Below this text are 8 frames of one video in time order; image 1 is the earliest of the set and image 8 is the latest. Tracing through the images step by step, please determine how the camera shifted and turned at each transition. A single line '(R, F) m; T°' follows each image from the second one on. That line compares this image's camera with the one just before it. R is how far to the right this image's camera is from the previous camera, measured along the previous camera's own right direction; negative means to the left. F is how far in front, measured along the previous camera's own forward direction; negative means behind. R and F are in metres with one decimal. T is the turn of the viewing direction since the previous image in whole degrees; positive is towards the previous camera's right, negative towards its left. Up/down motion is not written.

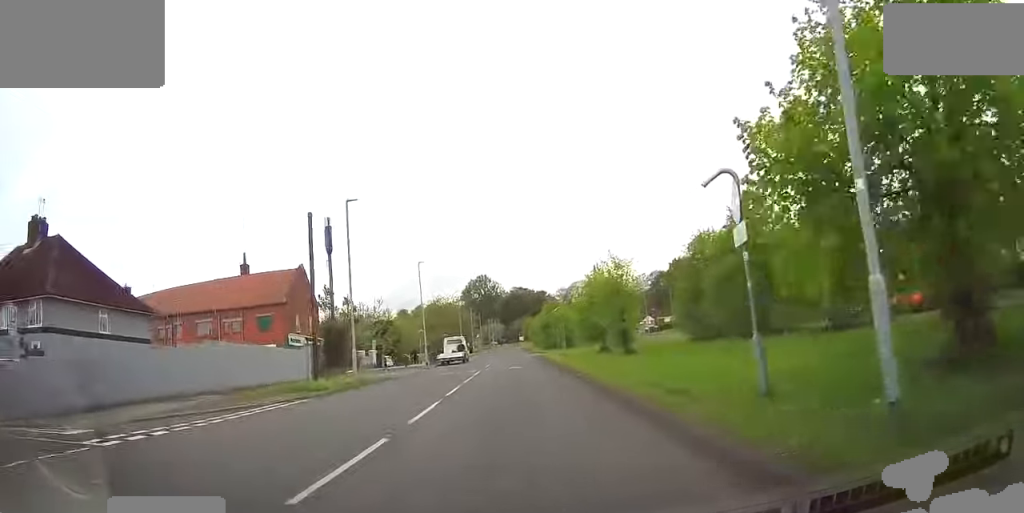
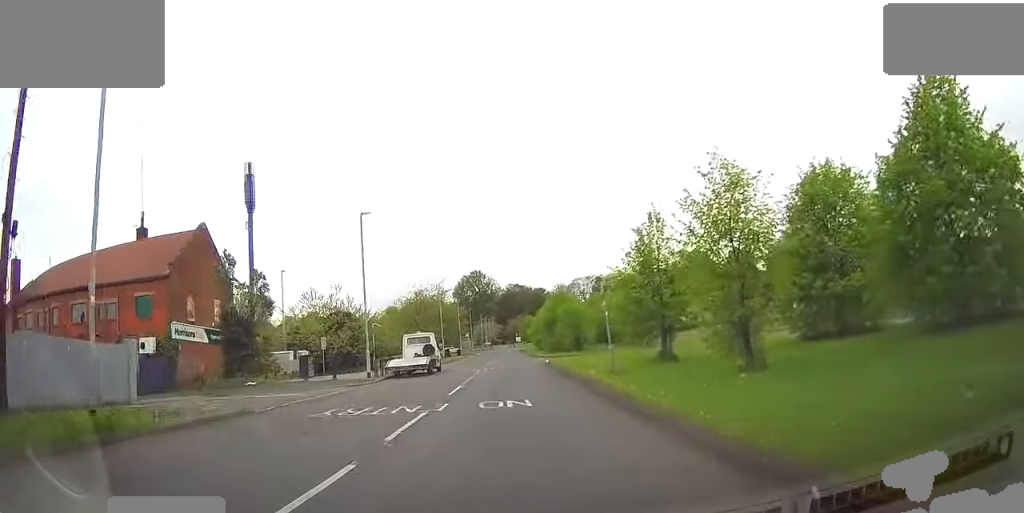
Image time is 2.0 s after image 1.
(+0.4, +20.2) m; -1°
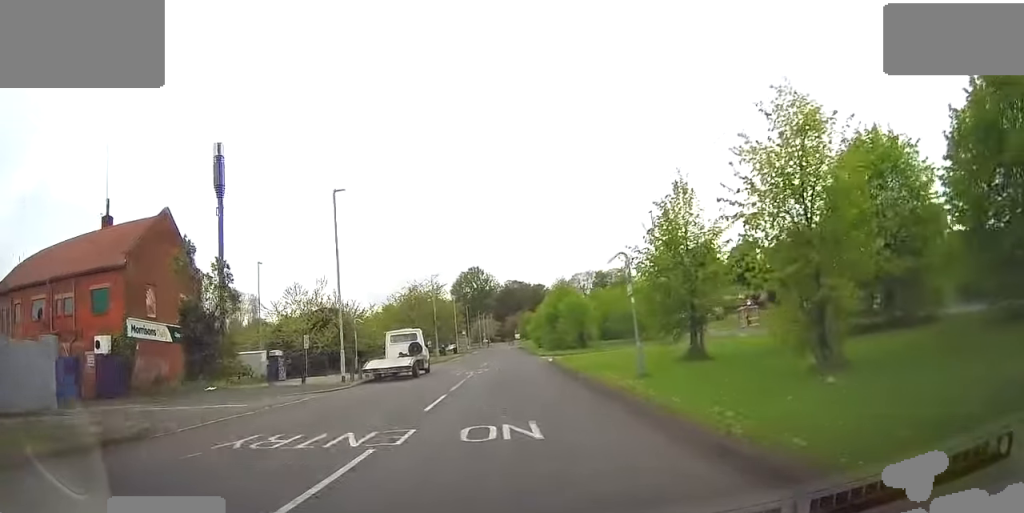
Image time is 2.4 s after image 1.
(-0.3, +4.8) m; 0°
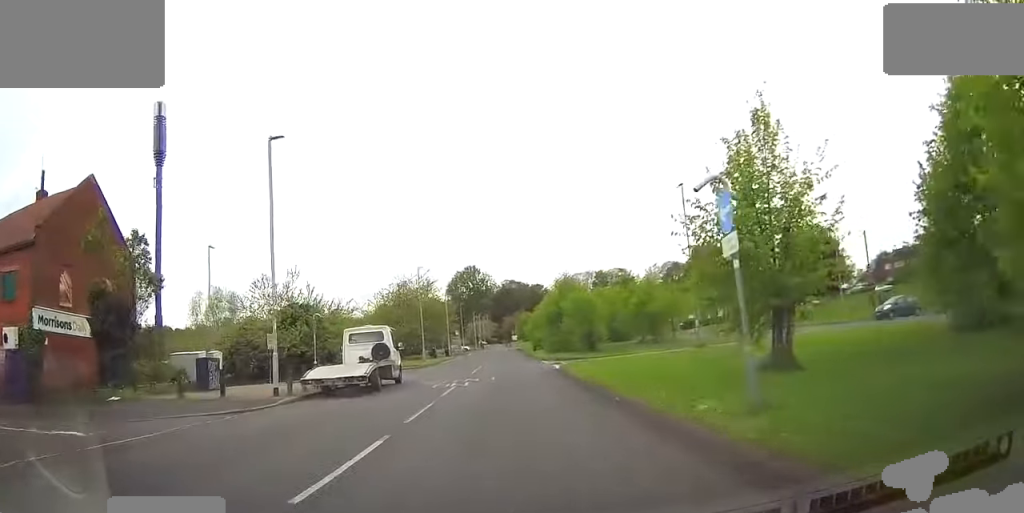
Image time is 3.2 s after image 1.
(+0.2, +7.9) m; 0°
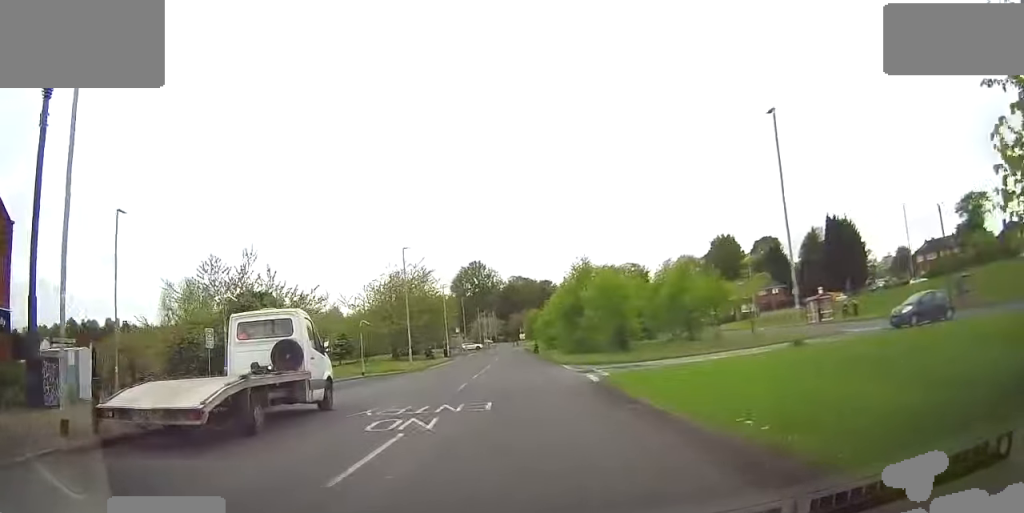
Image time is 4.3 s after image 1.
(-0.1, +11.3) m; -1°
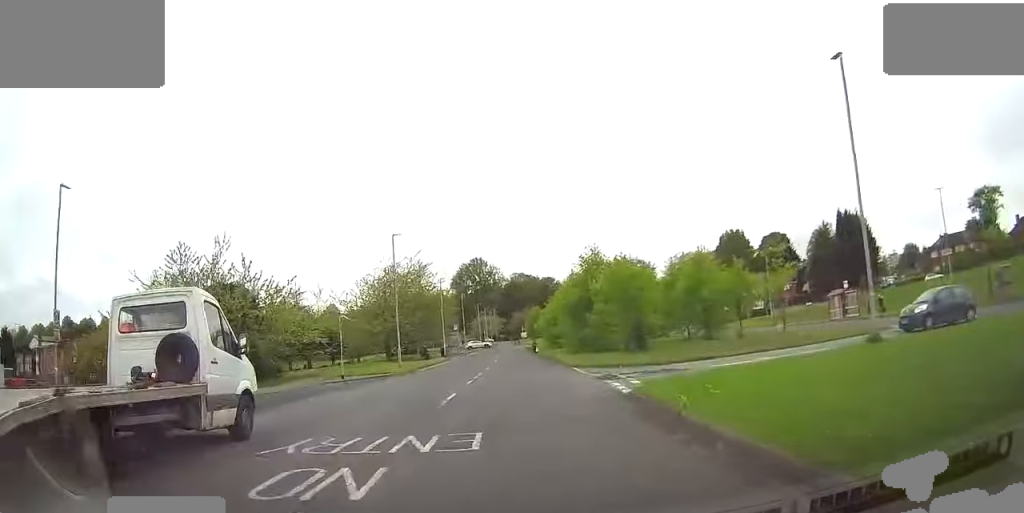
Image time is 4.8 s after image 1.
(-0.1, +5.1) m; 0°
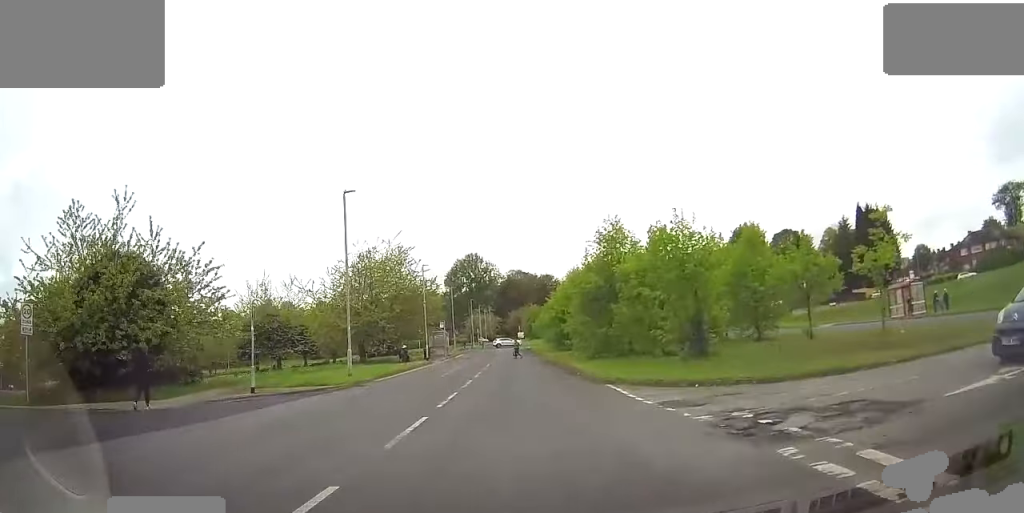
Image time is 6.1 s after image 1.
(+0.4, +12.0) m; +1°
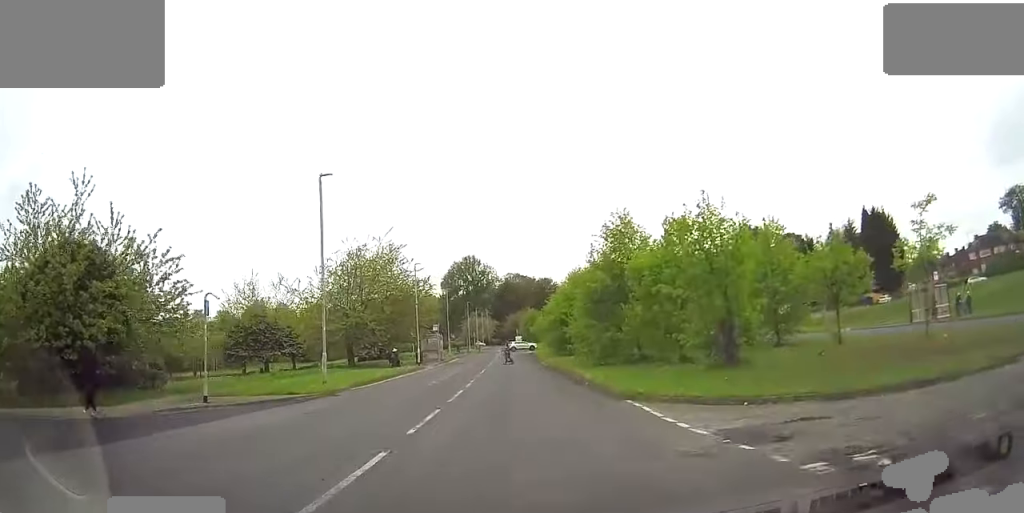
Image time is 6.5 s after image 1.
(0.0, +3.8) m; -1°
